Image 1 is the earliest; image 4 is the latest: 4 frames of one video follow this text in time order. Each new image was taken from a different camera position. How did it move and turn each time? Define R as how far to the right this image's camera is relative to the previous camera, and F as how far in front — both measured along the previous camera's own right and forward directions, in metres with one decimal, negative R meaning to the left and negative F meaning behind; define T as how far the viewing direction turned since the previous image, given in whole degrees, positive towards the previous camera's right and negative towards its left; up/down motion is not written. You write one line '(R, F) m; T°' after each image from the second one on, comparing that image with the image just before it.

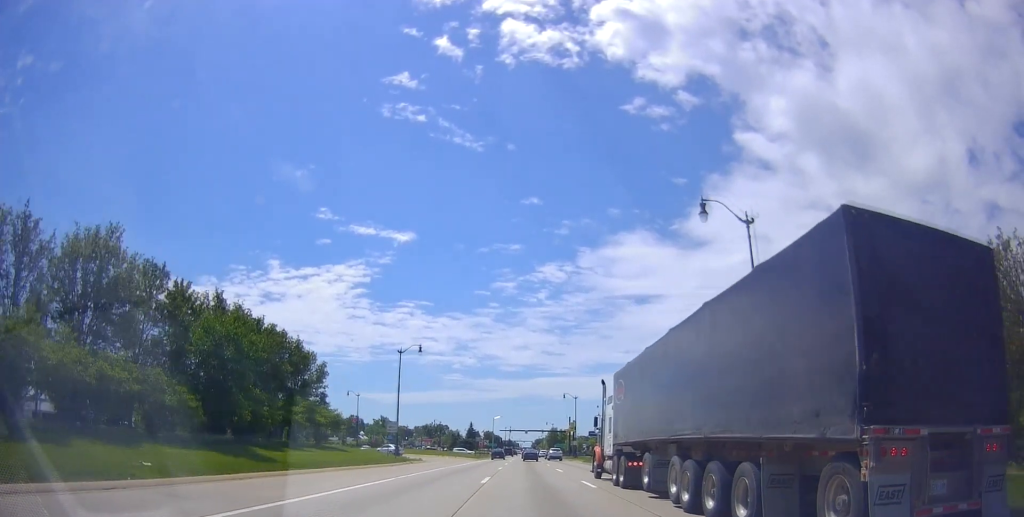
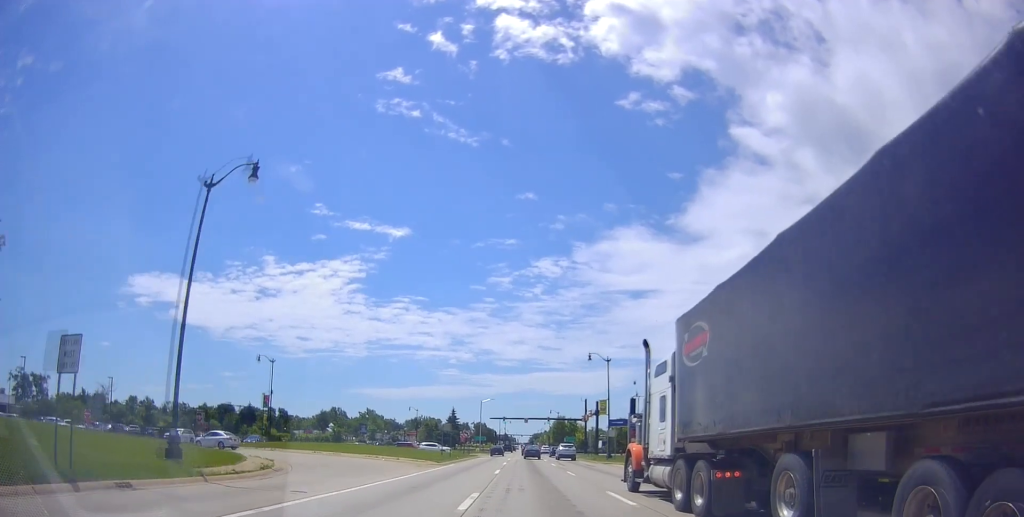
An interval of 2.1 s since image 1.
(0.0, +38.1) m; 0°
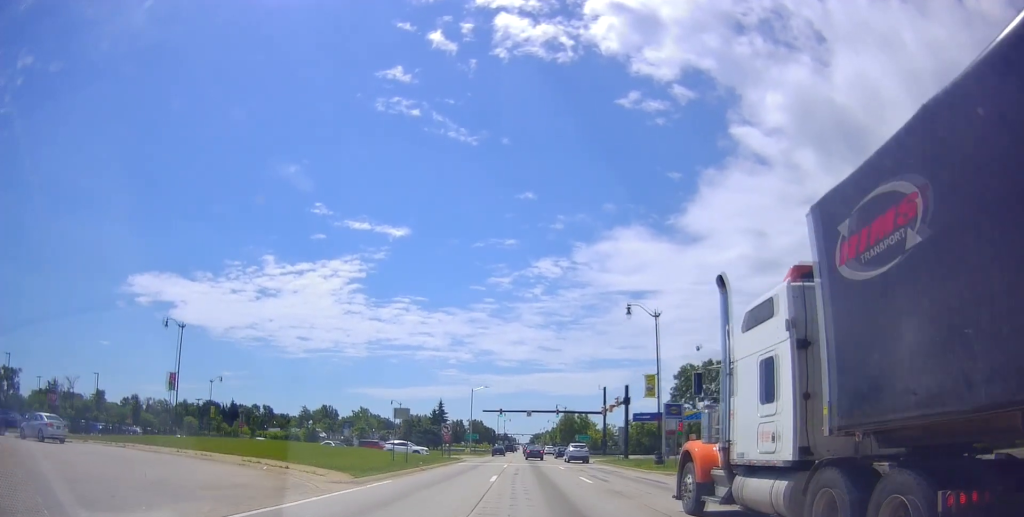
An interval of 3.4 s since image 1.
(+0.3, +21.4) m; +1°
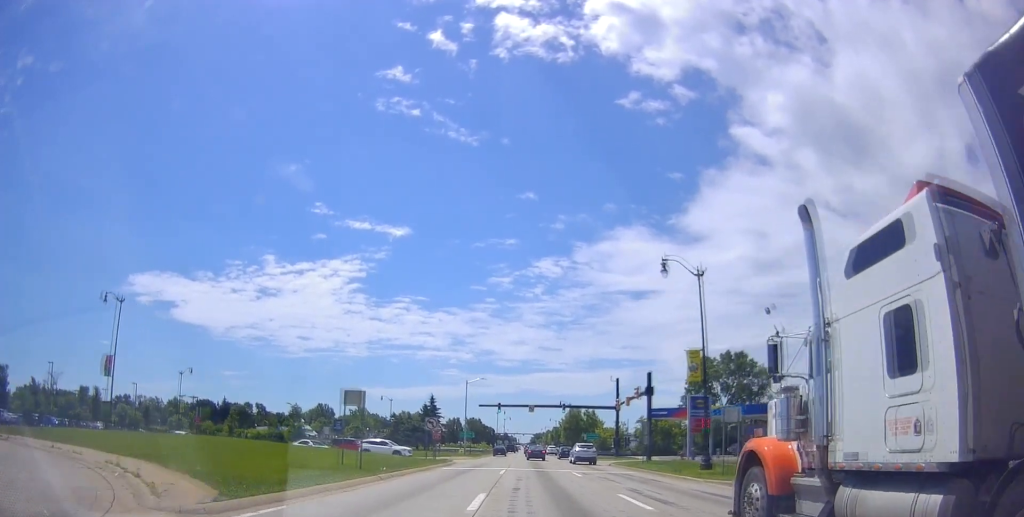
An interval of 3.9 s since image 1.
(0.0, +9.8) m; 0°
